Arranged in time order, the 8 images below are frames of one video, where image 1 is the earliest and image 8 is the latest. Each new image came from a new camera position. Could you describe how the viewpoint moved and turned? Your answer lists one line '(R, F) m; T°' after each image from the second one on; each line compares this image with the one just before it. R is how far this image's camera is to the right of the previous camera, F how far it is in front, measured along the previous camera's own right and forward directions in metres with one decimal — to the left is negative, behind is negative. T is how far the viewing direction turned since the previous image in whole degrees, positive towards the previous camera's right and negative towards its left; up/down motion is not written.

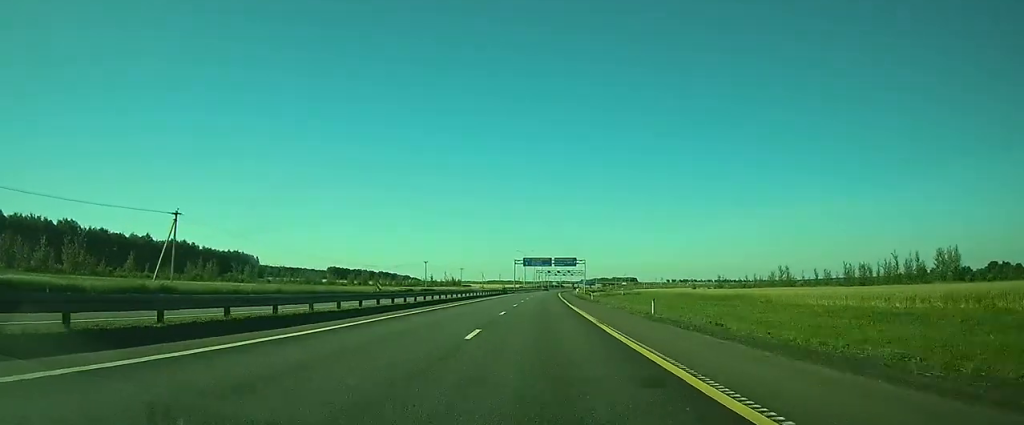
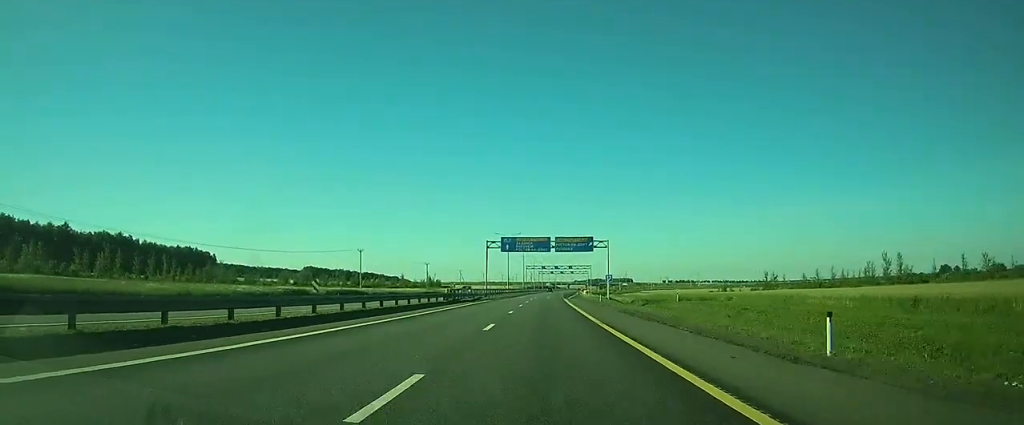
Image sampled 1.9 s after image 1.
(+0.6, +57.1) m; +1°
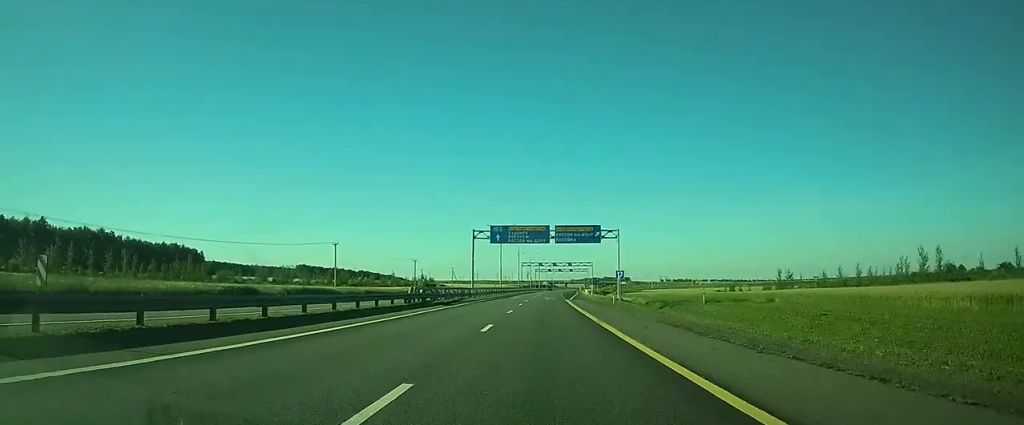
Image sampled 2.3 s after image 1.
(+0.1, +13.0) m; 0°
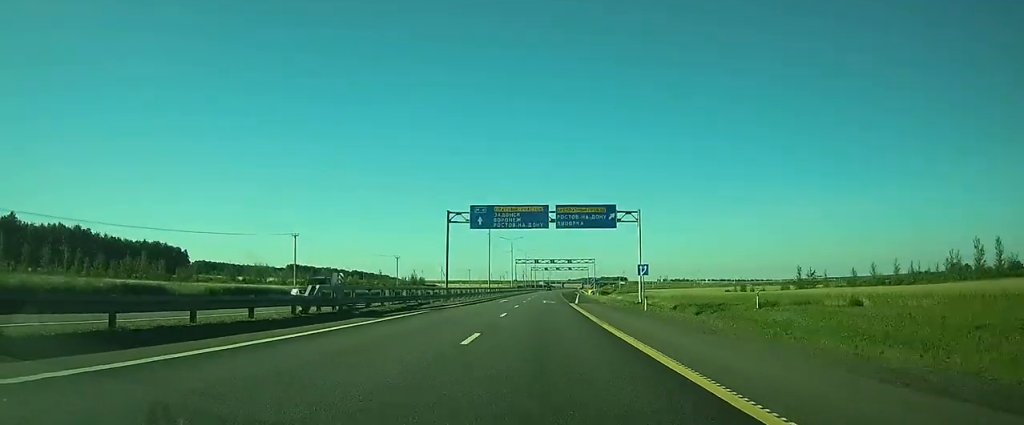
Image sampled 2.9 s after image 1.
(+0.1, +15.9) m; 0°
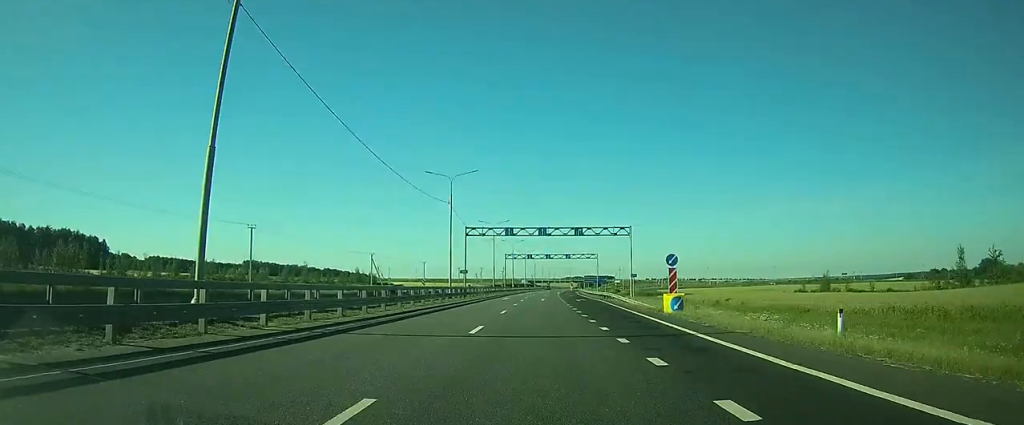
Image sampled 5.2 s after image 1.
(+0.9, +69.8) m; +1°
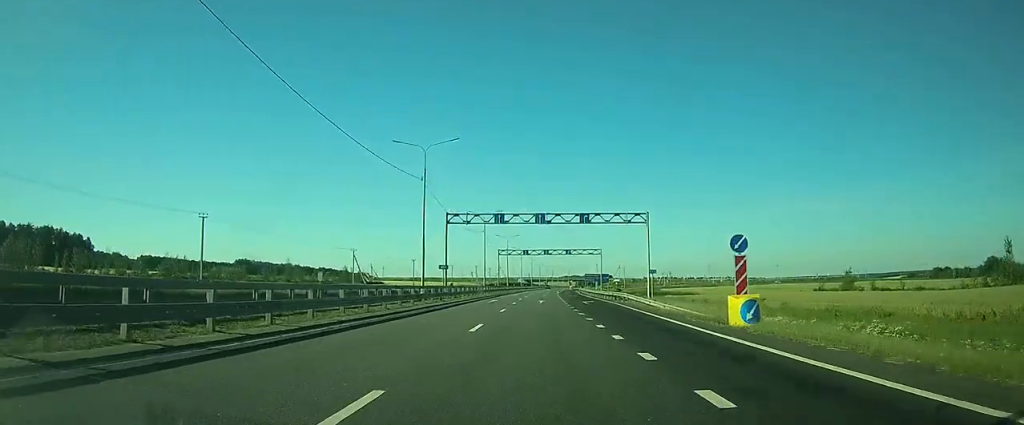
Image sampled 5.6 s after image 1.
(0.0, +11.7) m; 0°
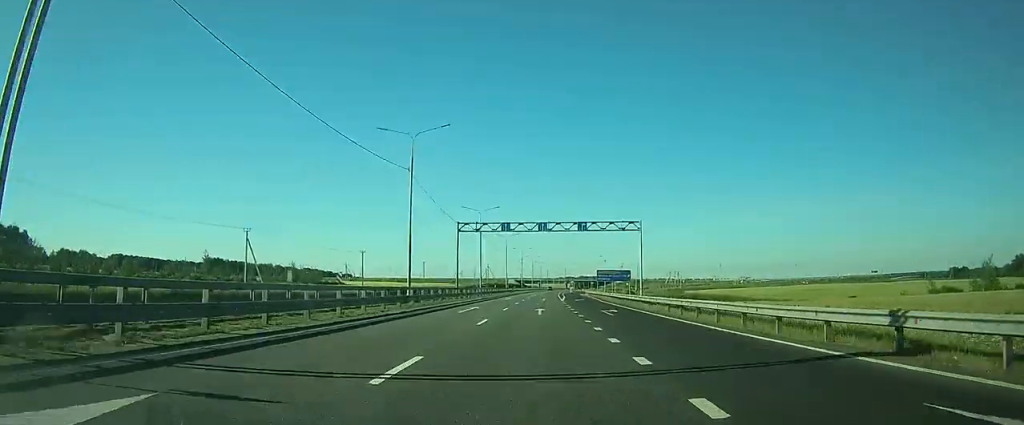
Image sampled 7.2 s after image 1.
(+0.2, +45.3) m; +1°
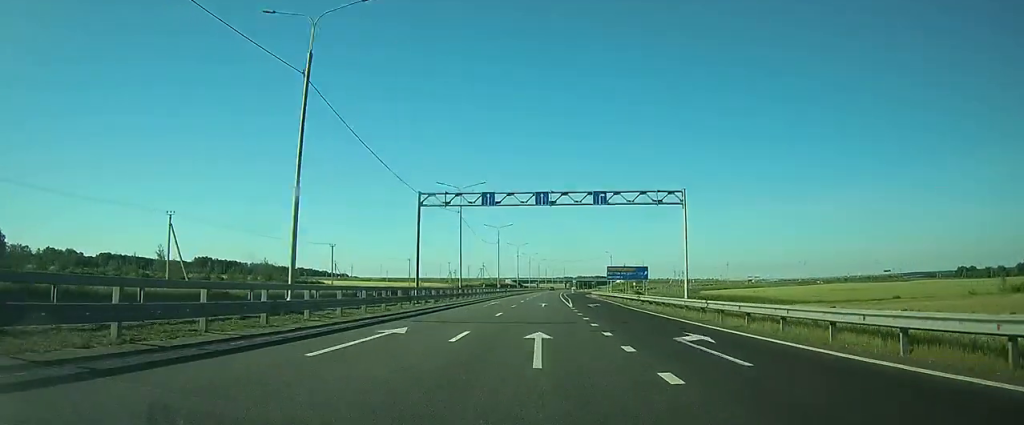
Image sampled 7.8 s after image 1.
(+0.1, +18.3) m; 0°
